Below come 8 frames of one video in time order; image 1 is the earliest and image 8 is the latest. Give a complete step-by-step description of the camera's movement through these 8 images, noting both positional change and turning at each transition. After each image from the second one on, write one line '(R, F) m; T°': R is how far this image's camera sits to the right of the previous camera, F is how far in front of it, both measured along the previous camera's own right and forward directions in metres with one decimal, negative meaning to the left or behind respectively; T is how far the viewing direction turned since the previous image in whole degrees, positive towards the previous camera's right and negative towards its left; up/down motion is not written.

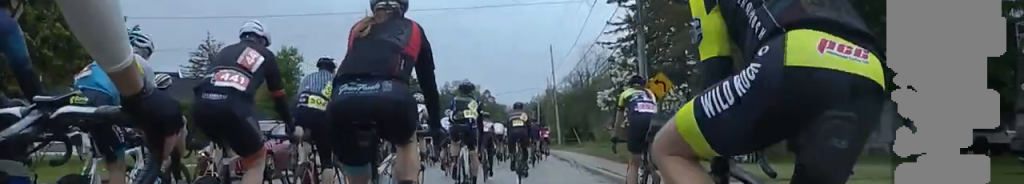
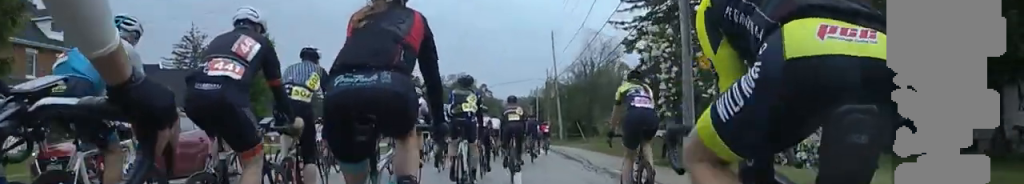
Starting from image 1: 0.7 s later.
(-0.1, +3.1) m; +1°
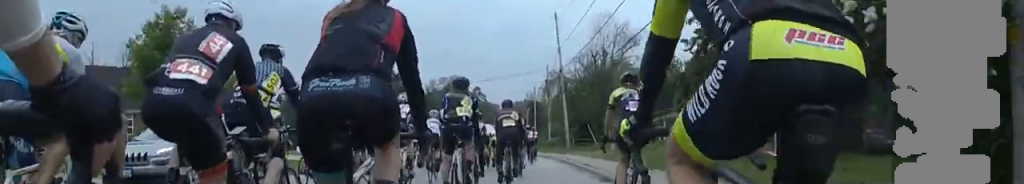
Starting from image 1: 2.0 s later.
(+0.2, +6.8) m; -1°
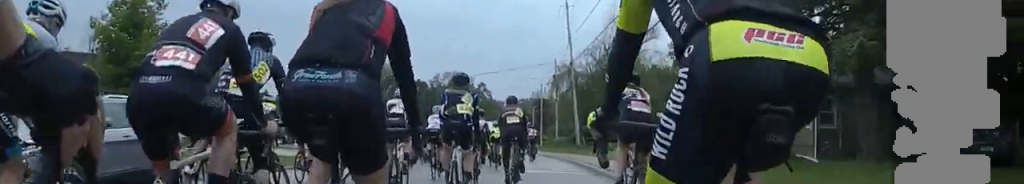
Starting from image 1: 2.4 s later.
(-0.3, +2.9) m; 0°
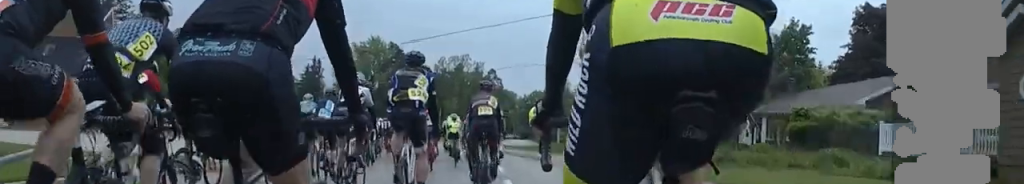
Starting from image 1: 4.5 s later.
(-0.1, +12.9) m; 0°
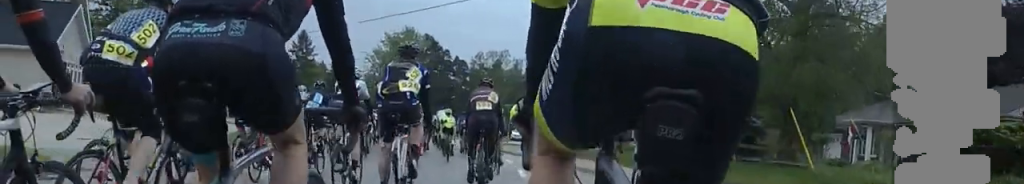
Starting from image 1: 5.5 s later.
(+0.8, +6.8) m; -1°
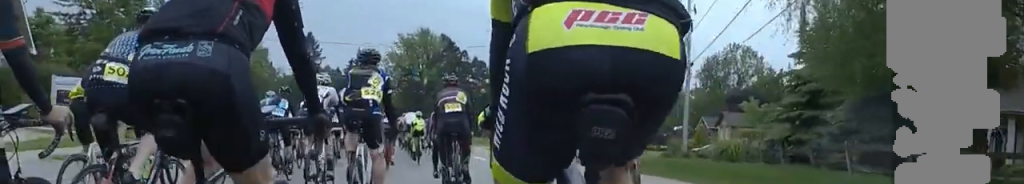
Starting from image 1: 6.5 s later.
(-0.8, +7.7) m; +2°
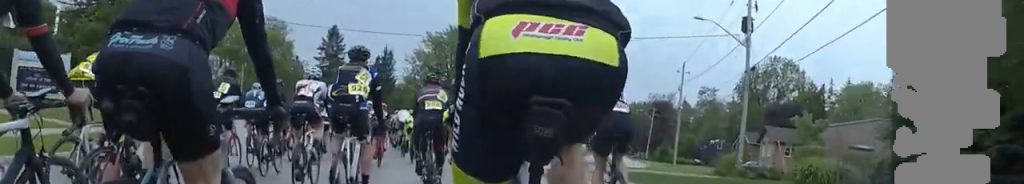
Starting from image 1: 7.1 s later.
(+0.7, +4.7) m; 0°
